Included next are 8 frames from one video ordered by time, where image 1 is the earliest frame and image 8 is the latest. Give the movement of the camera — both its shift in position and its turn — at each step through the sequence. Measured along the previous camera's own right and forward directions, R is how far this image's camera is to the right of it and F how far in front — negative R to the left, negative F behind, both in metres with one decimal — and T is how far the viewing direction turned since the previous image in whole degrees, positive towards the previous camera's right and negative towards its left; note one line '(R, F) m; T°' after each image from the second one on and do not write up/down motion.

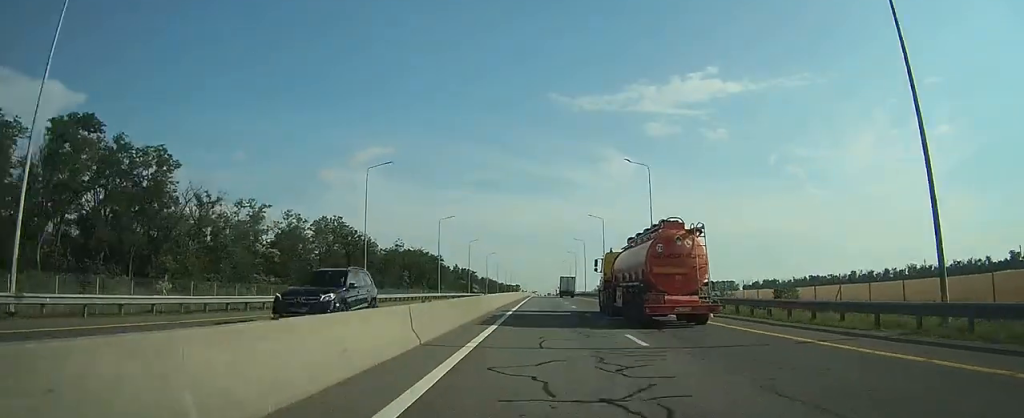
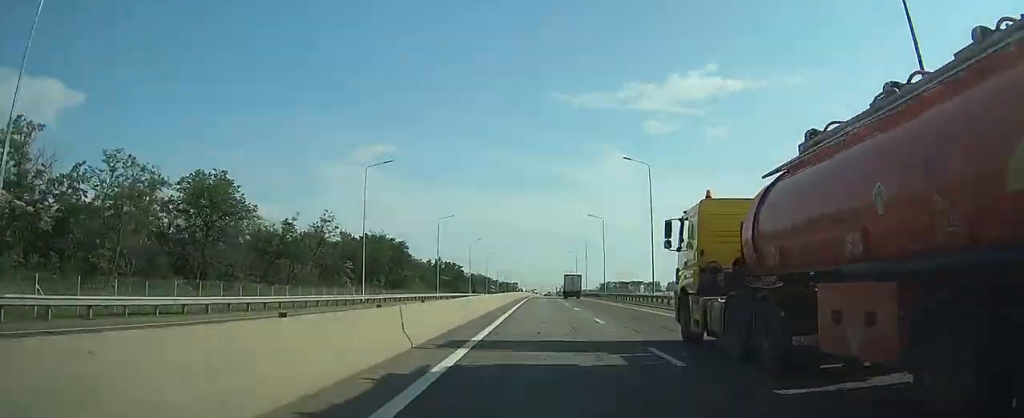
(+0.1, +40.3) m; 0°
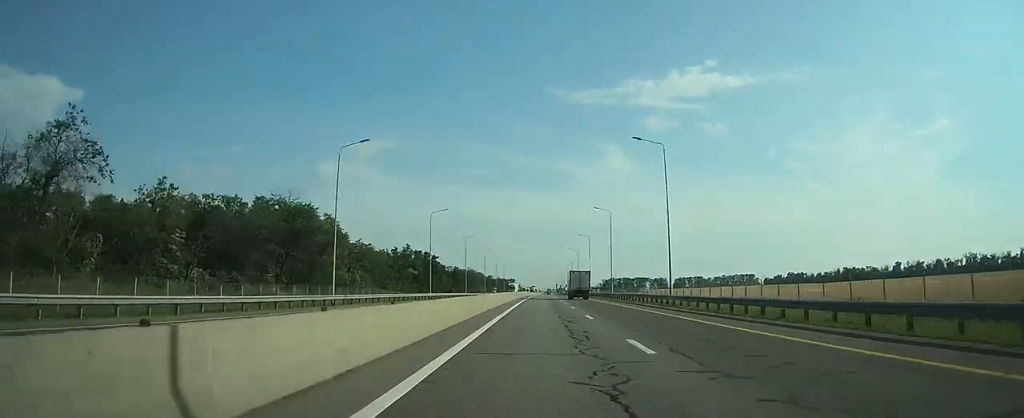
(-0.2, +46.7) m; 0°
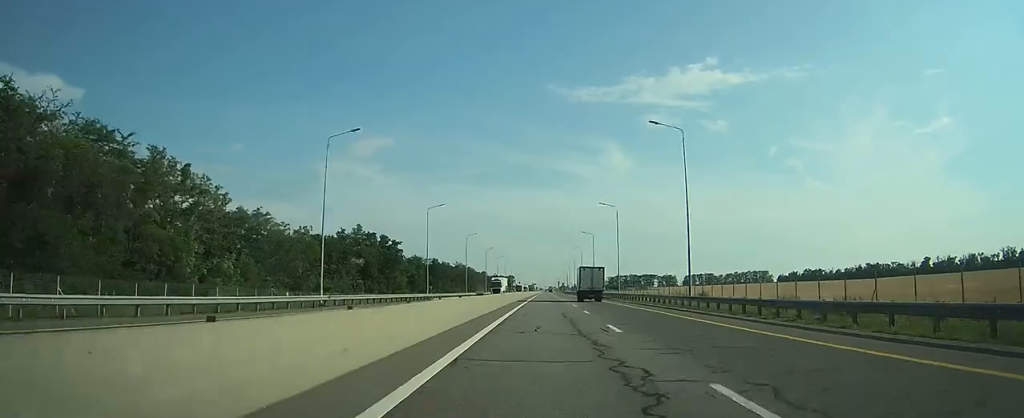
(-0.1, +43.2) m; 0°
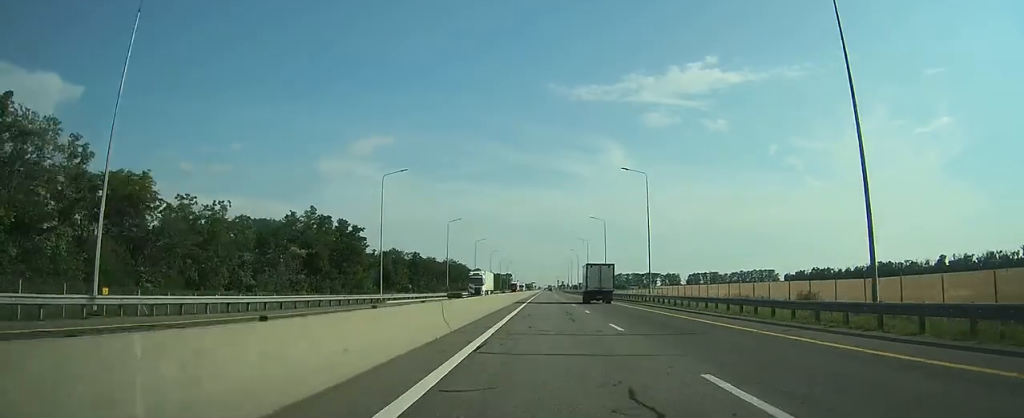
(0.0, +23.2) m; 0°
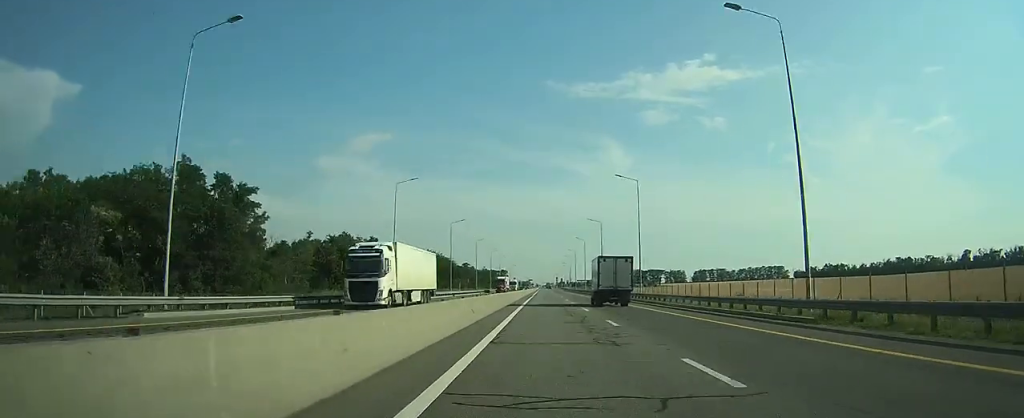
(+0.1, +34.2) m; 0°
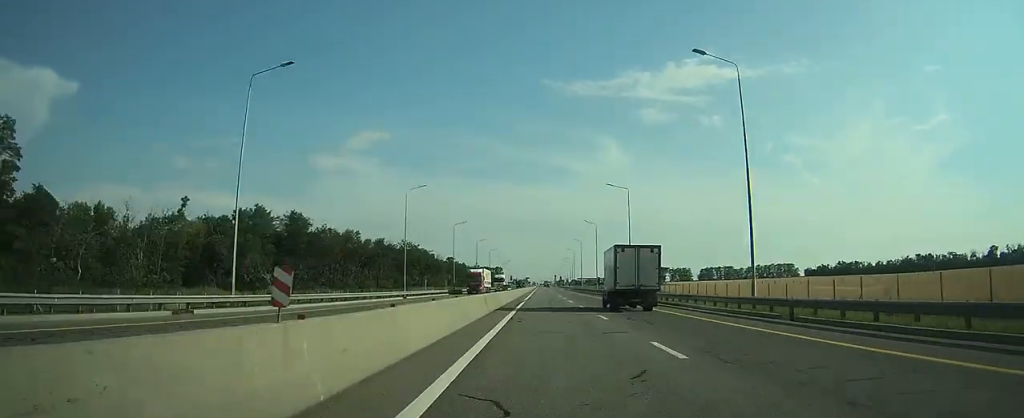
(0.0, +33.1) m; 0°
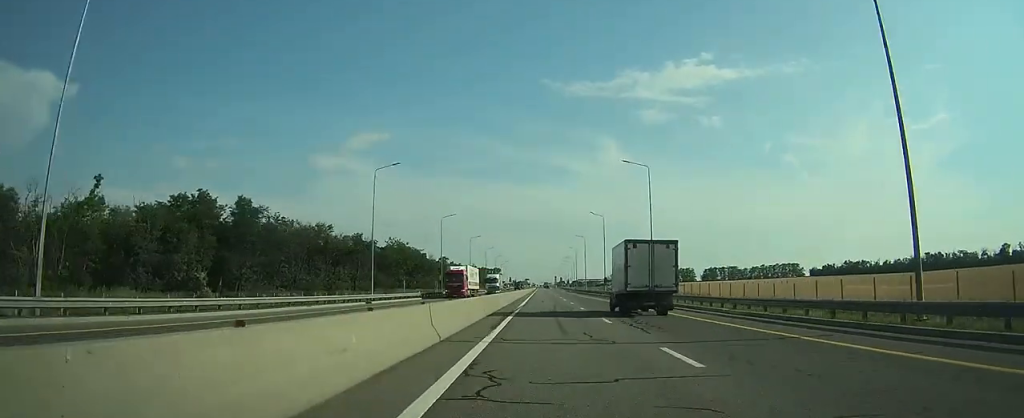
(0.0, +13.2) m; 0°
